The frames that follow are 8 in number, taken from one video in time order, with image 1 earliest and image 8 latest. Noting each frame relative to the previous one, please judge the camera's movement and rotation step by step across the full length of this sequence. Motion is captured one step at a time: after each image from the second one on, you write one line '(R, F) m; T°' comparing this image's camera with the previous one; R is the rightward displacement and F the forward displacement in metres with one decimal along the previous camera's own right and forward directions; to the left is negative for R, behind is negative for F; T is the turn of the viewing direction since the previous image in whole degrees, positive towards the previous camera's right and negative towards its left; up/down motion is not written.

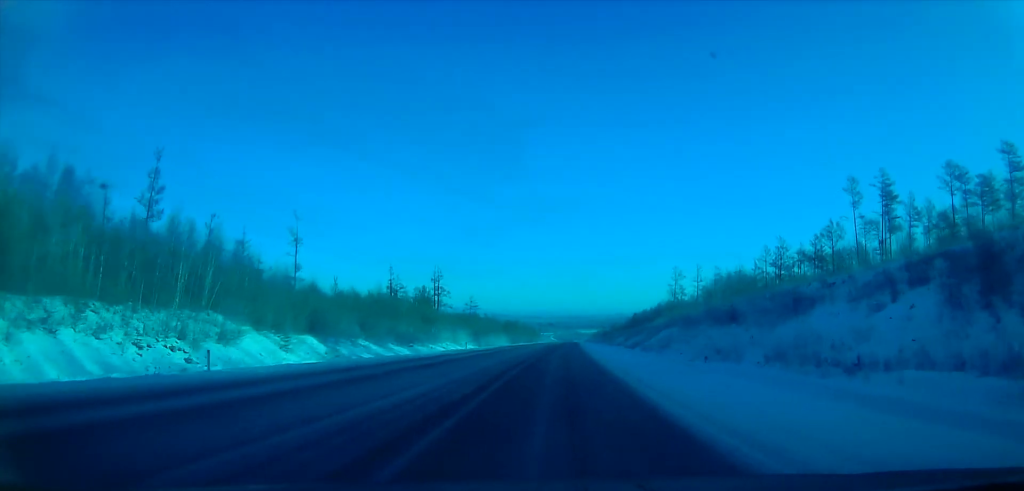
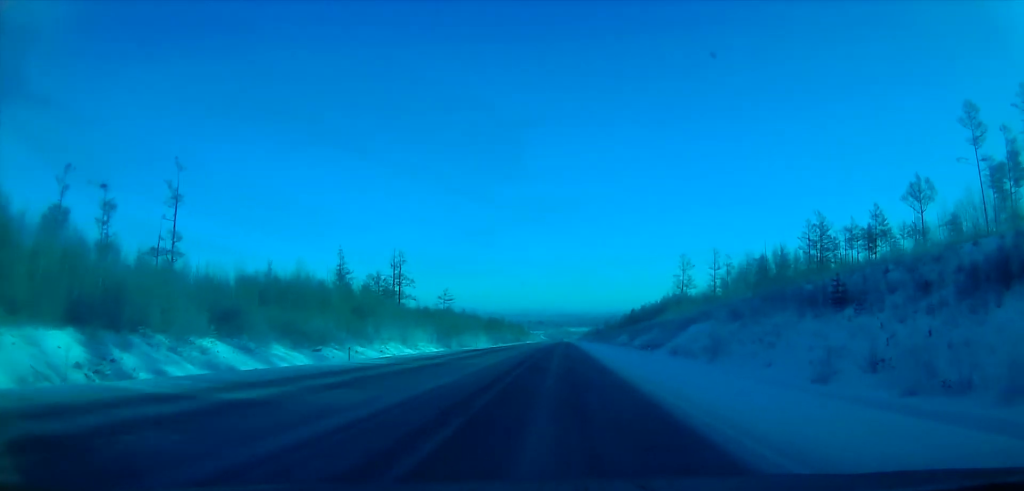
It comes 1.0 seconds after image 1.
(0.0, +37.2) m; 0°
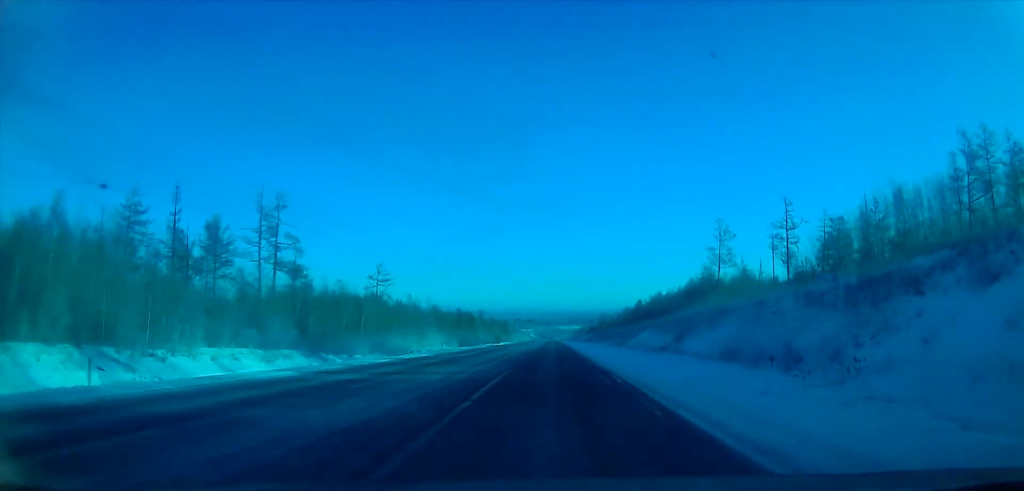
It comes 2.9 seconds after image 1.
(0.0, +67.2) m; 0°
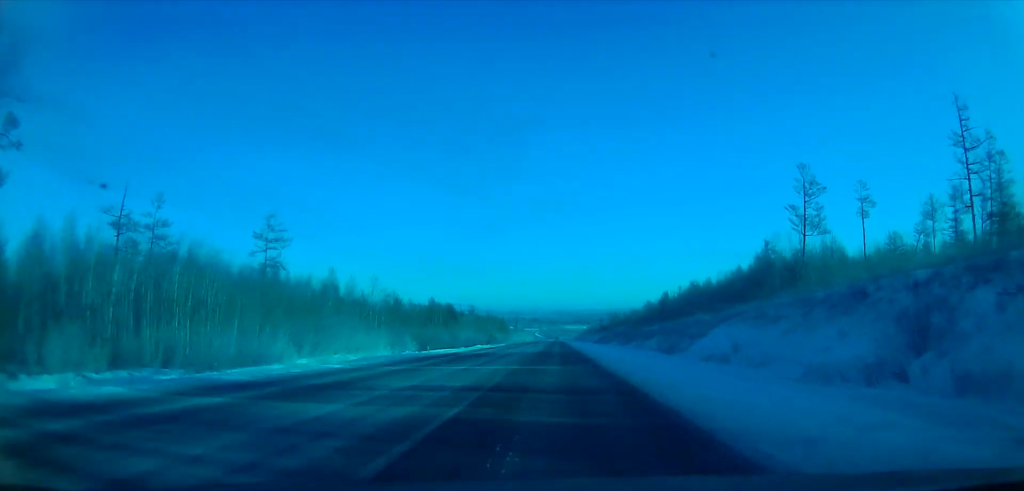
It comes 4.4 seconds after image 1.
(-0.1, +57.7) m; +1°
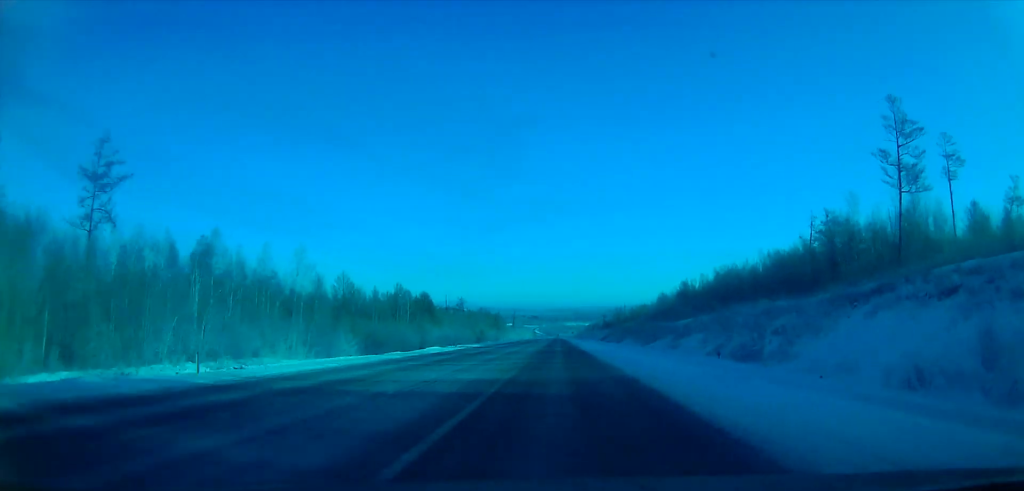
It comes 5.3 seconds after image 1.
(+0.8, +35.8) m; +1°
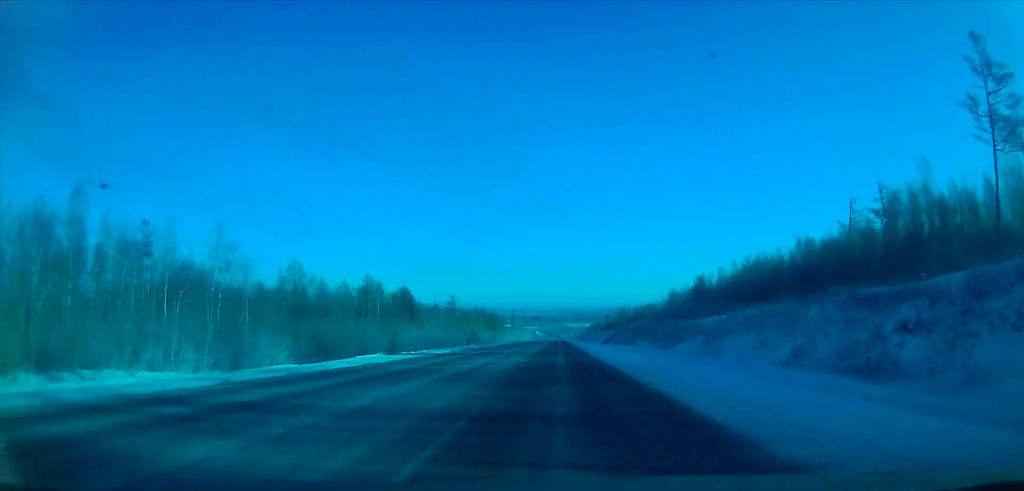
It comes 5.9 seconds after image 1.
(+0.7, +21.9) m; 0°
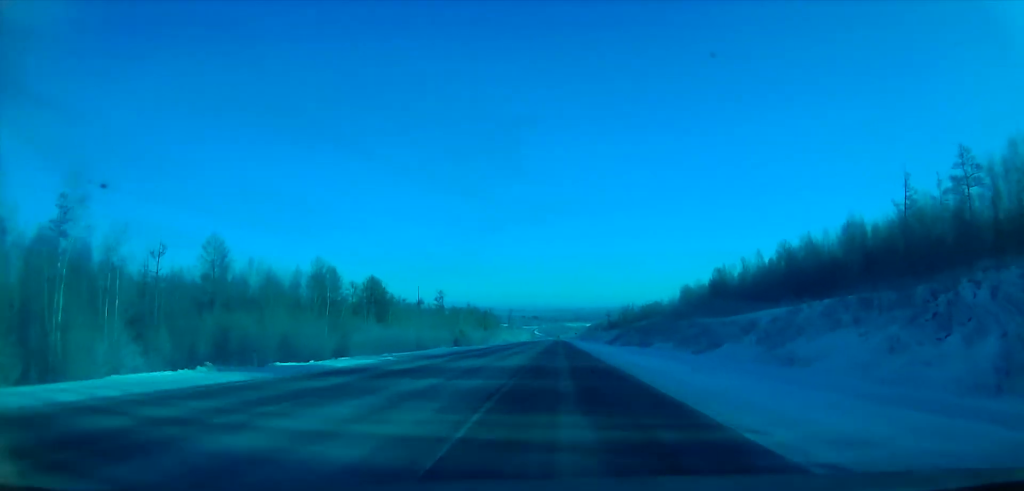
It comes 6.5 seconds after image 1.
(-0.9, +23.5) m; 0°
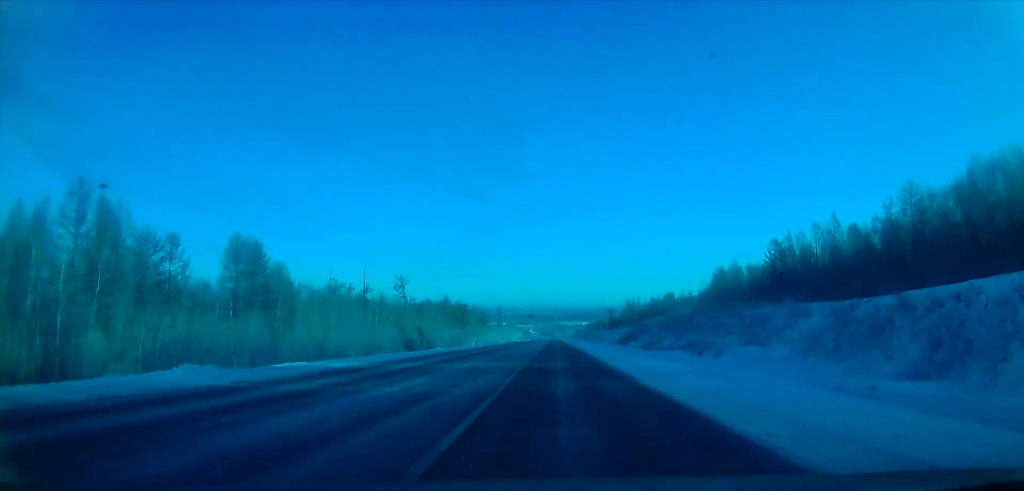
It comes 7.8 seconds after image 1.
(+0.8, +48.7) m; 0°
